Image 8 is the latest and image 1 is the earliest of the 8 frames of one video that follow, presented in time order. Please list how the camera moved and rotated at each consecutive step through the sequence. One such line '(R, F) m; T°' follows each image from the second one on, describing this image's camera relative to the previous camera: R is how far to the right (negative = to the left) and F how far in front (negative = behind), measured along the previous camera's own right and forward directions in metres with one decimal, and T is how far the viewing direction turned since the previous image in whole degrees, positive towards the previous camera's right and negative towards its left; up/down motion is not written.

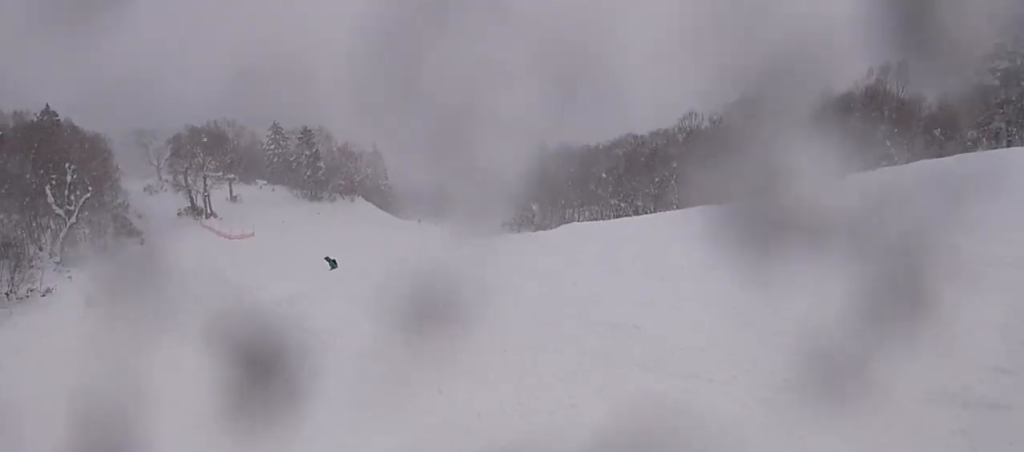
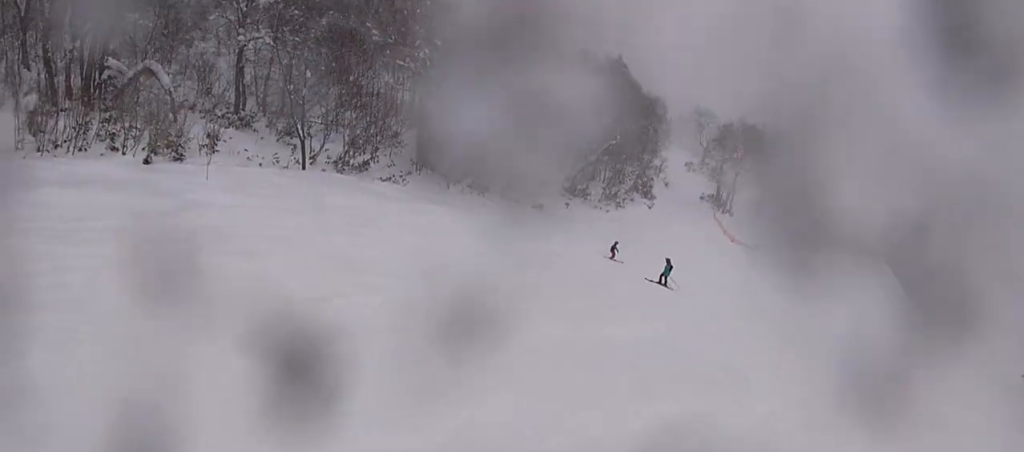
(-1.3, +6.5) m; -48°
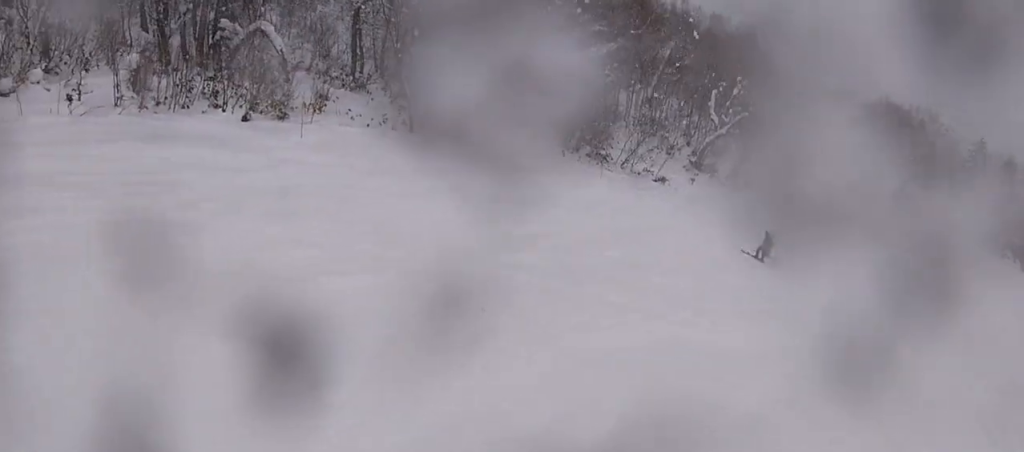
(-0.4, +2.3) m; -19°
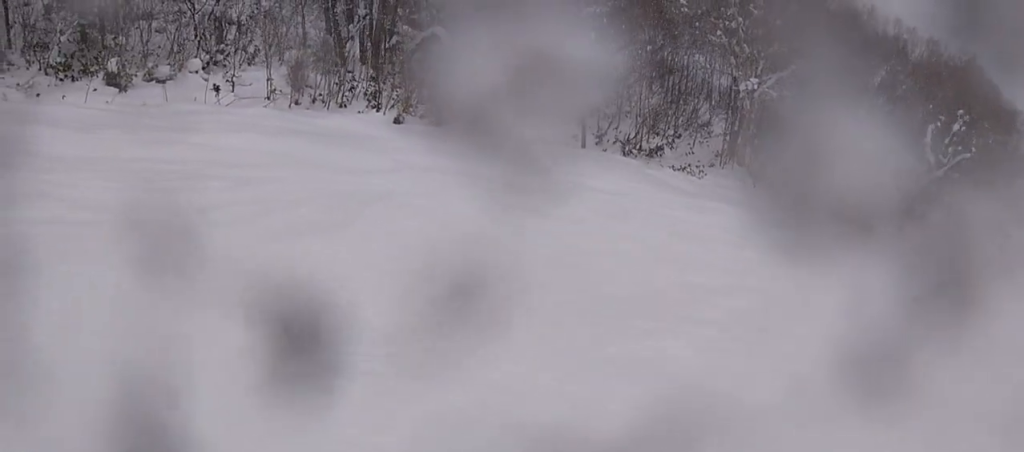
(-0.5, +3.6) m; -22°
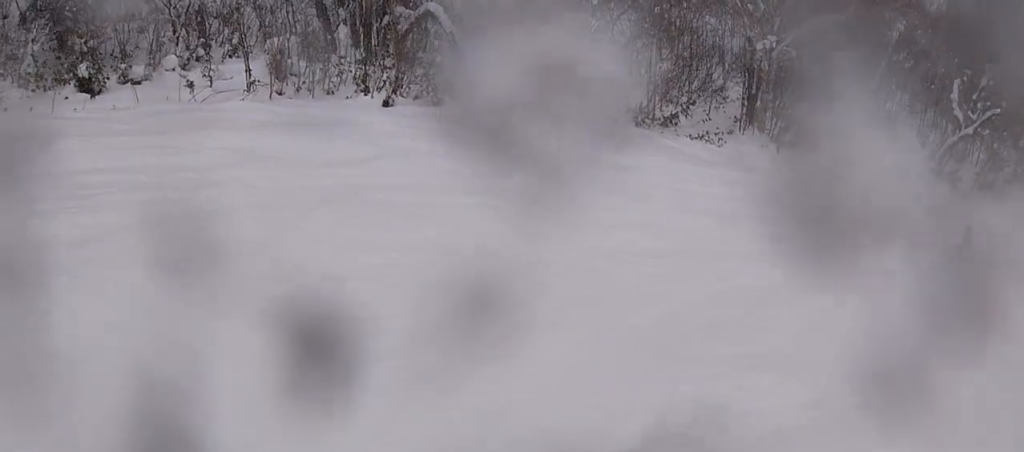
(-0.4, +2.1) m; -8°
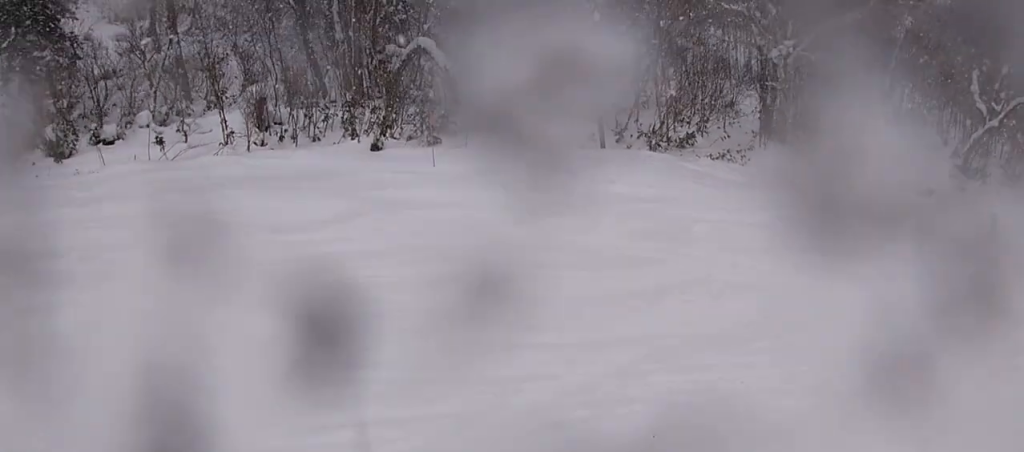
(-0.6, +3.0) m; -9°
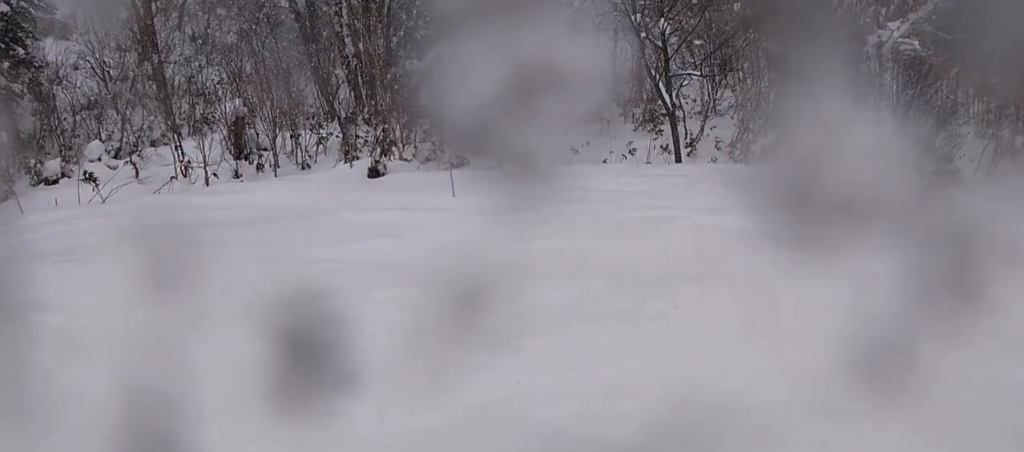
(-0.2, +6.1) m; +14°
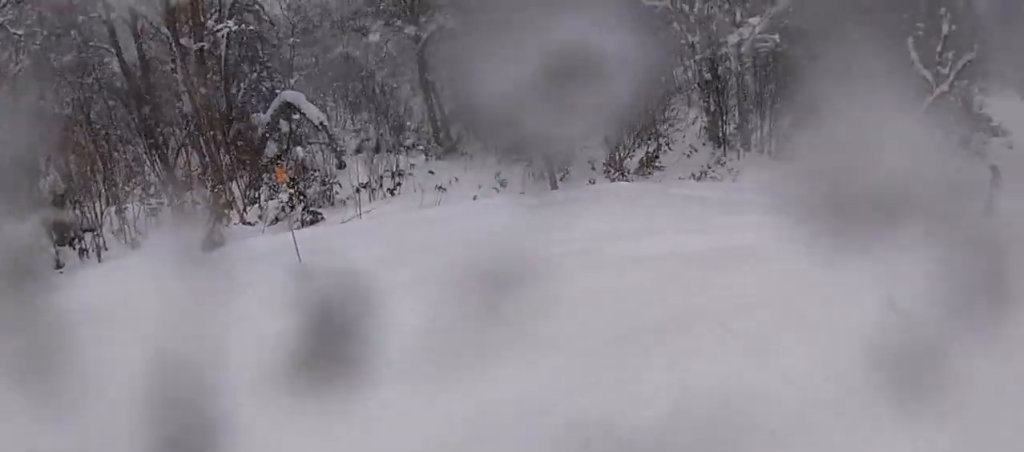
(+0.5, +1.9) m; +19°
